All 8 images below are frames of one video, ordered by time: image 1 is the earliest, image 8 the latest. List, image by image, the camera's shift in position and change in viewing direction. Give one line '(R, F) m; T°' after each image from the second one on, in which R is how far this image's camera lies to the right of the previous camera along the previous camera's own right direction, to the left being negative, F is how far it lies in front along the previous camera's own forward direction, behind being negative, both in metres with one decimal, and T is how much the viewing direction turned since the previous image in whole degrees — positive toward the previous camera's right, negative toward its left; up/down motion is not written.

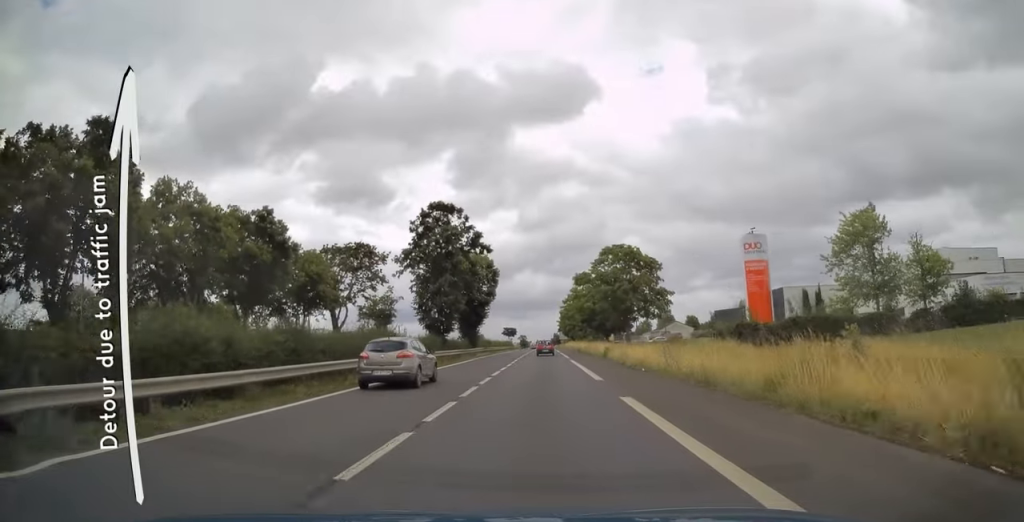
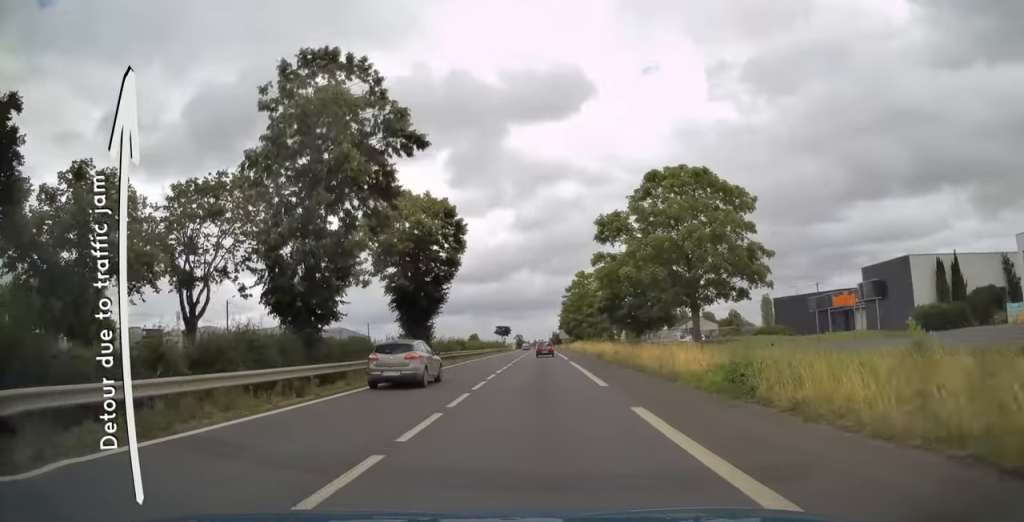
(0.0, +22.8) m; 0°
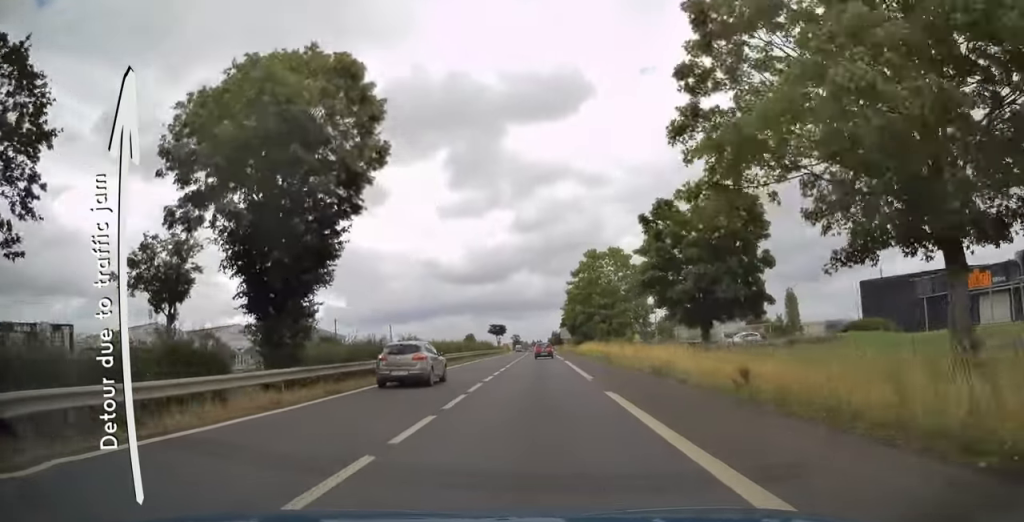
(0.0, +18.0) m; 0°
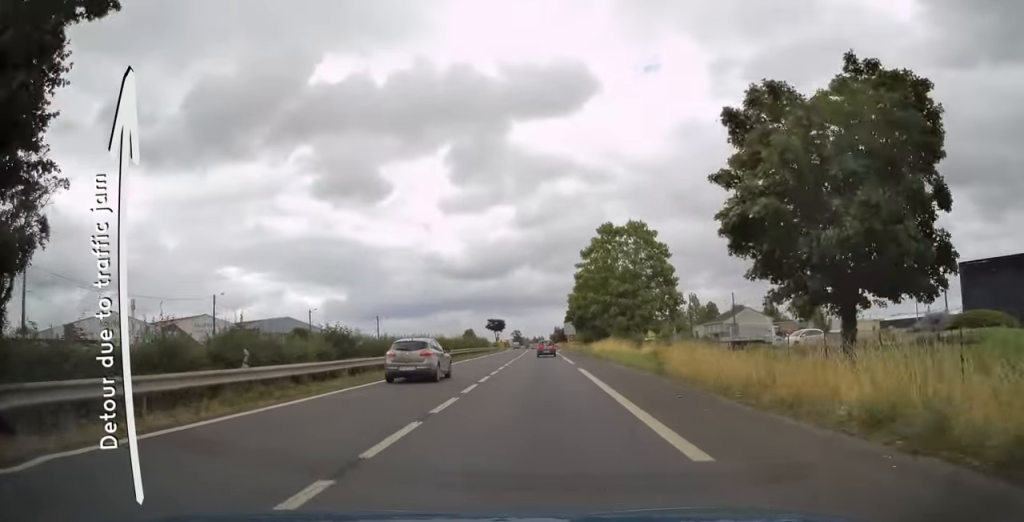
(0.0, +12.3) m; 0°
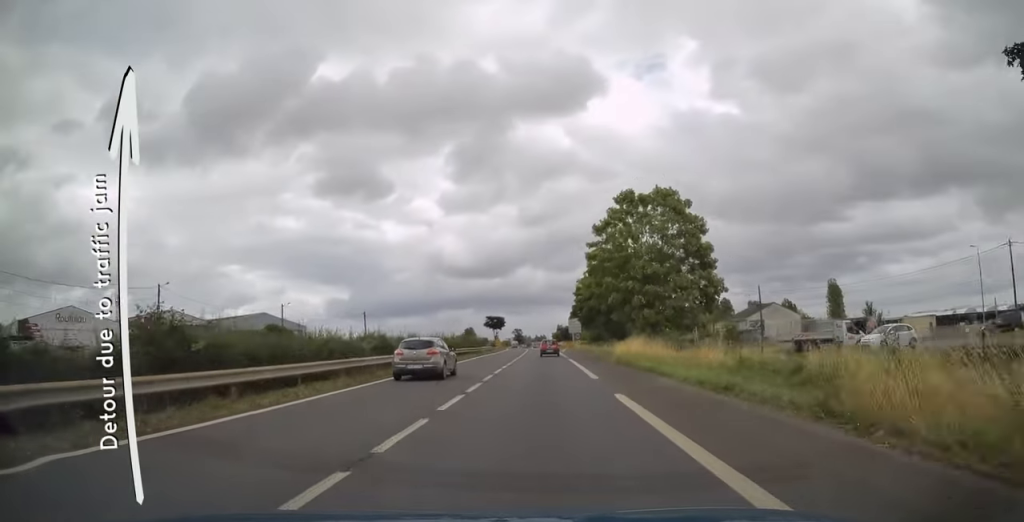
(0.0, +11.2) m; 0°
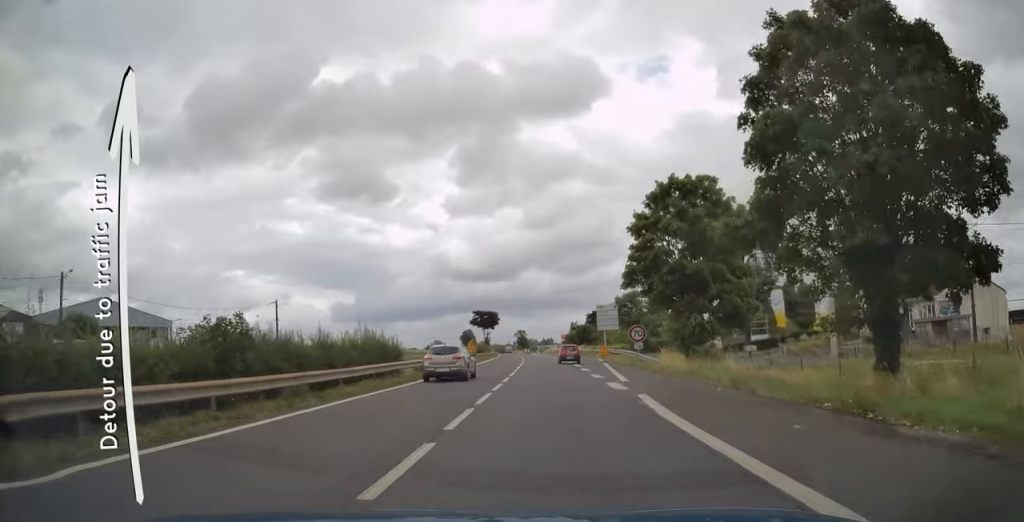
(-0.1, +46.7) m; 0°
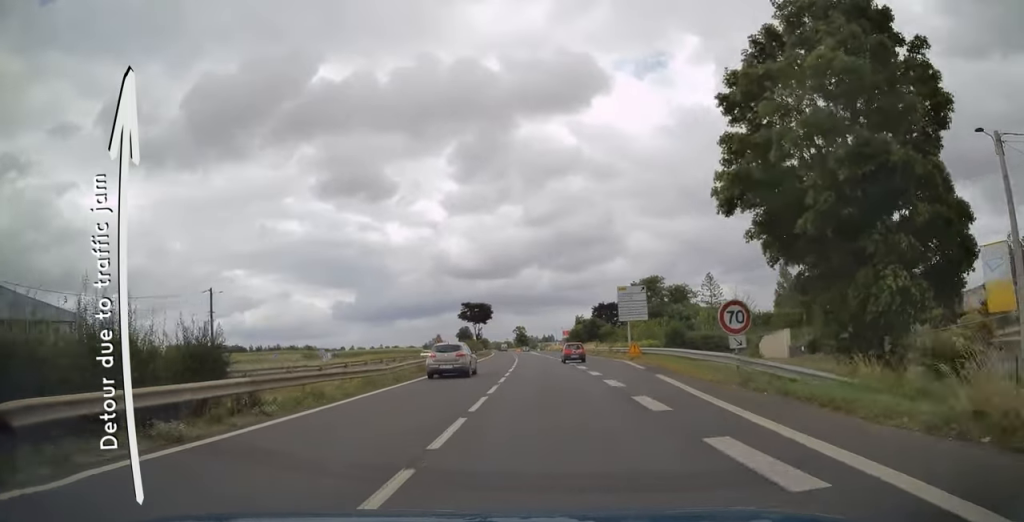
(0.0, +18.3) m; 0°
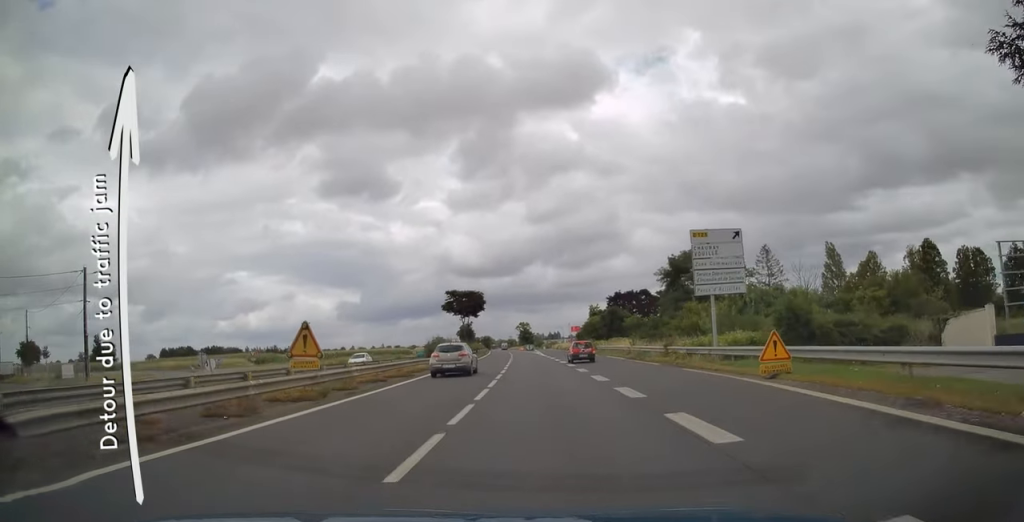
(-0.3, +23.1) m; 0°
